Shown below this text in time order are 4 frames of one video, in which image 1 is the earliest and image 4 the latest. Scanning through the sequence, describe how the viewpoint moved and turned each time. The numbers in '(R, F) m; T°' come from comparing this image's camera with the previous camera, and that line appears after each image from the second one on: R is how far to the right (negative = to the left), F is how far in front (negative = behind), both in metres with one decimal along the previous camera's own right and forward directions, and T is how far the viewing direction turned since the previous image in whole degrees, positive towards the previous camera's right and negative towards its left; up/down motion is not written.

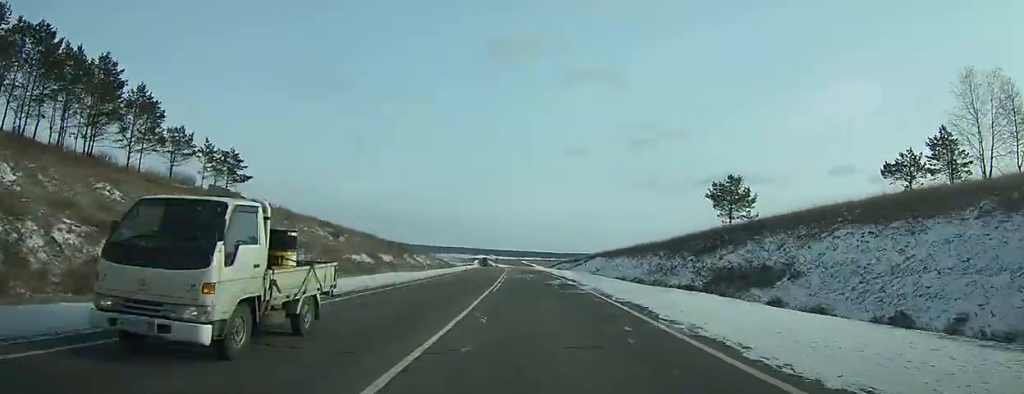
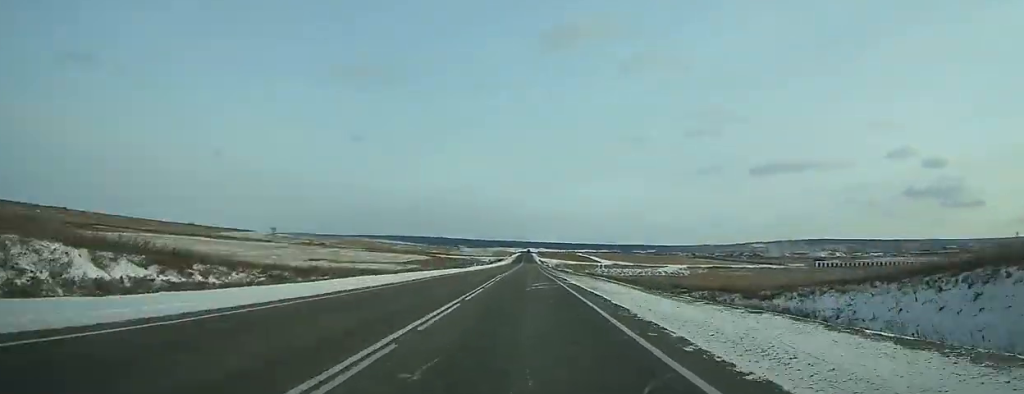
(-8.1, +142.9) m; -5°
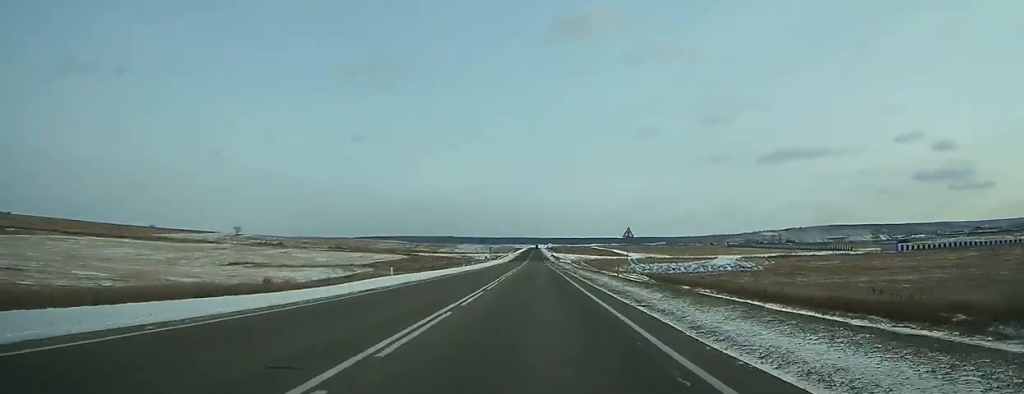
(-0.4, +68.7) m; 0°
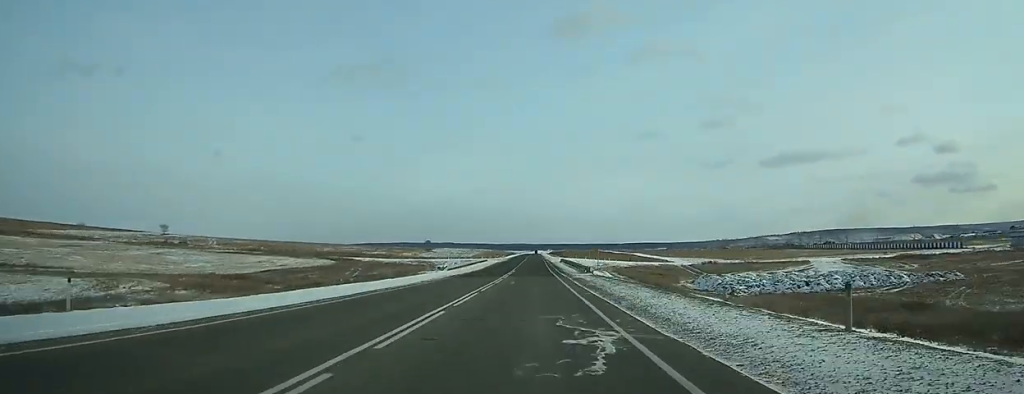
(+0.5, +77.4) m; +1°
